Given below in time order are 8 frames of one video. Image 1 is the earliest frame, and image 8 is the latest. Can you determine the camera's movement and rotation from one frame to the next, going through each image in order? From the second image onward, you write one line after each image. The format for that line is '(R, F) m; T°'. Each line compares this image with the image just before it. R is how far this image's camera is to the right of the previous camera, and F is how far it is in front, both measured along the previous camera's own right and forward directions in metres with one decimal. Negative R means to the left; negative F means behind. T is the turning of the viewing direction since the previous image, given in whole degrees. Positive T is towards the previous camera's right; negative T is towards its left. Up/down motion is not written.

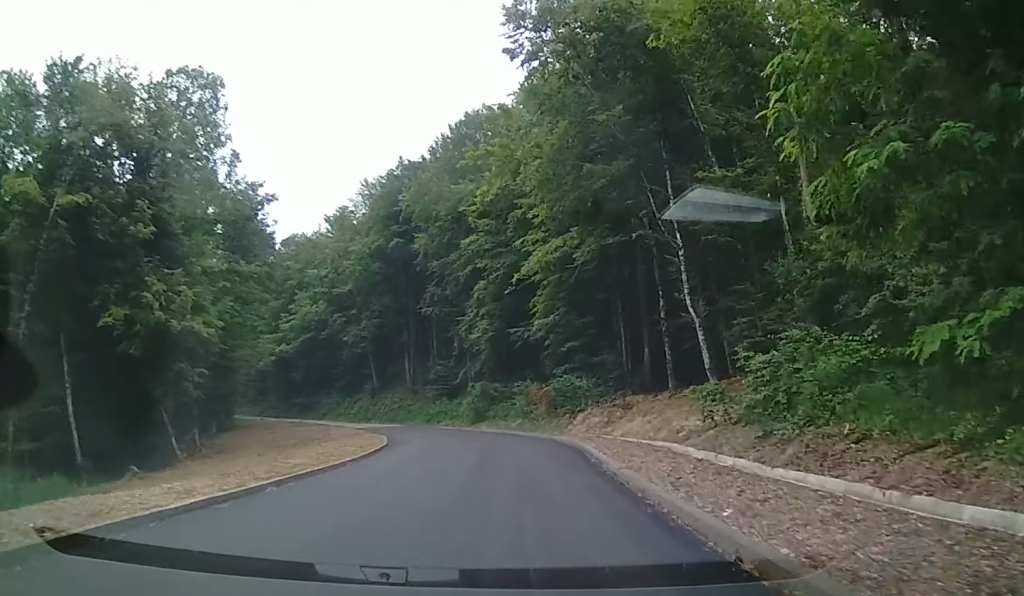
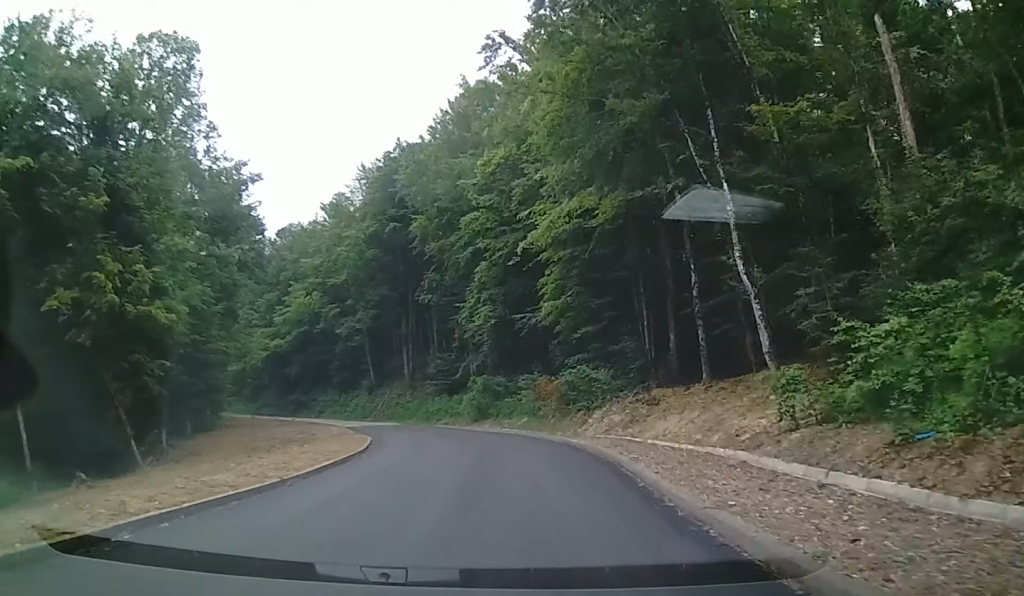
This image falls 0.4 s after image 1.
(+0.3, +5.3) m; -1°
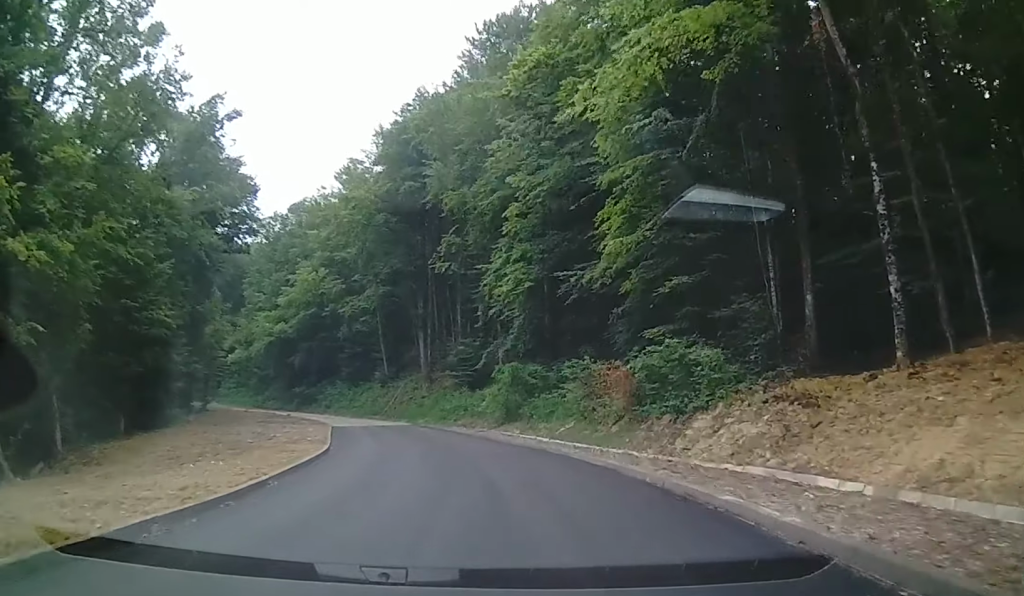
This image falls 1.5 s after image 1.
(-0.9, +13.0) m; -6°
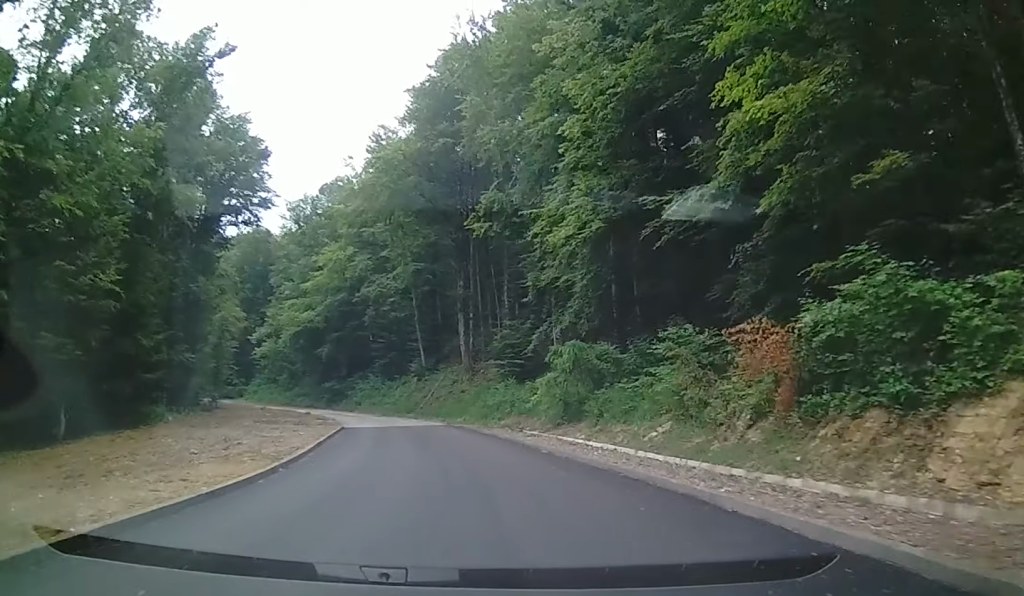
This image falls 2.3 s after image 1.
(-0.2, +10.0) m; -5°
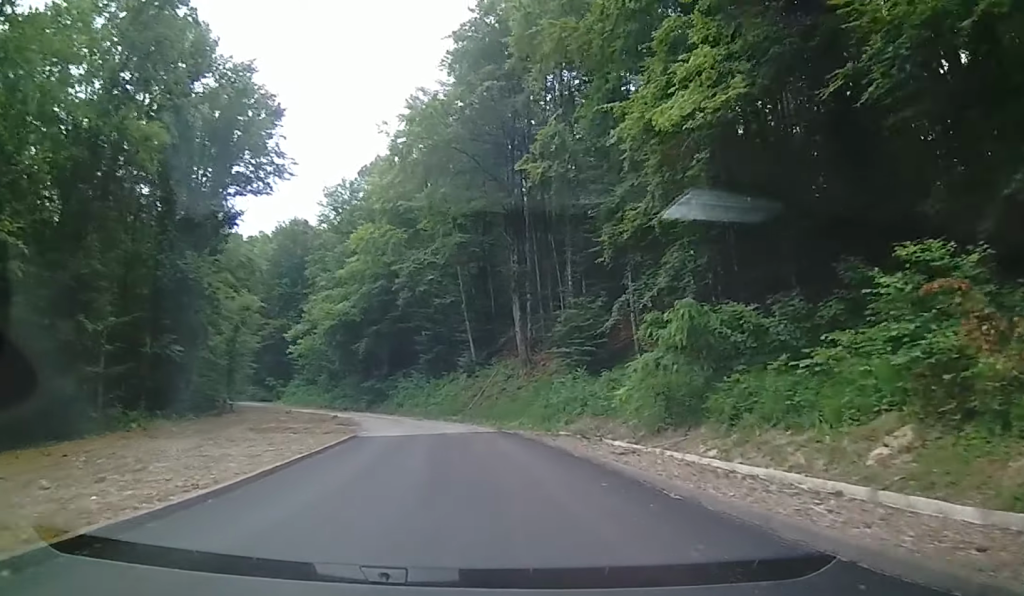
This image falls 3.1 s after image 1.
(-0.6, +9.8) m; -4°
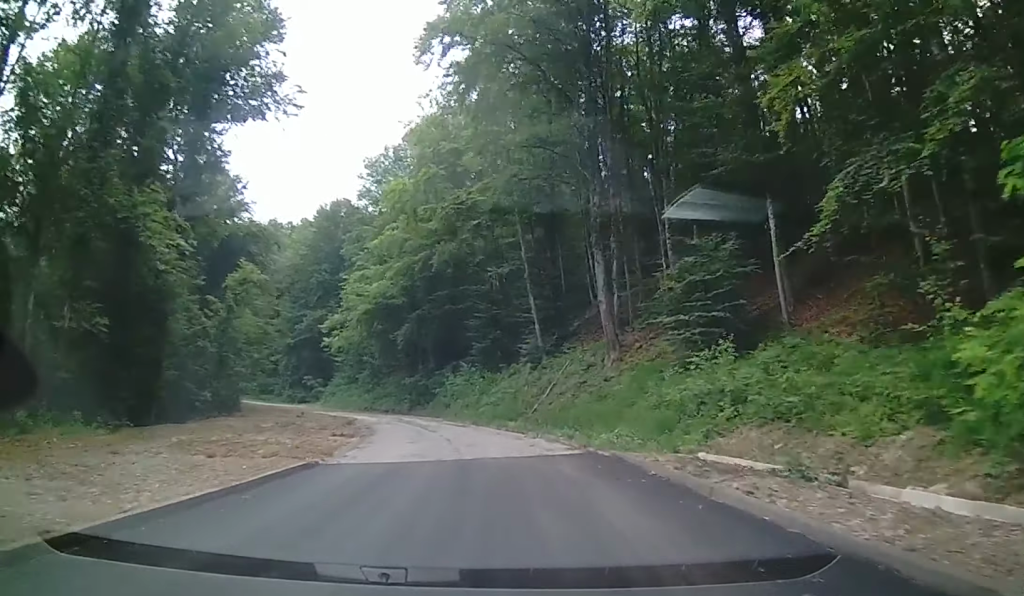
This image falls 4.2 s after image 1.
(-0.4, +12.9) m; -5°
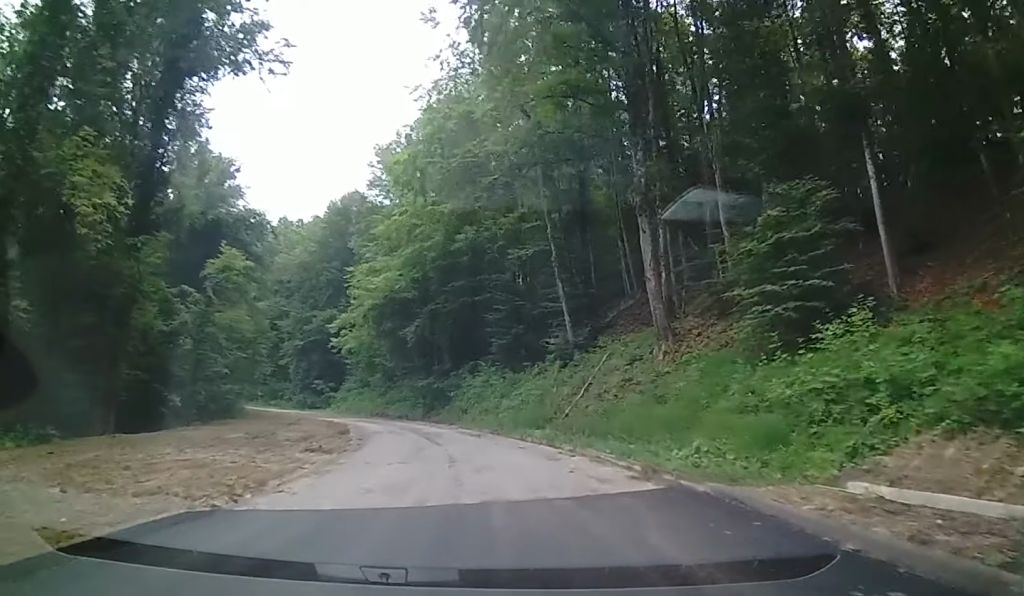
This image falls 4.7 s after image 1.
(-0.2, +6.0) m; -2°
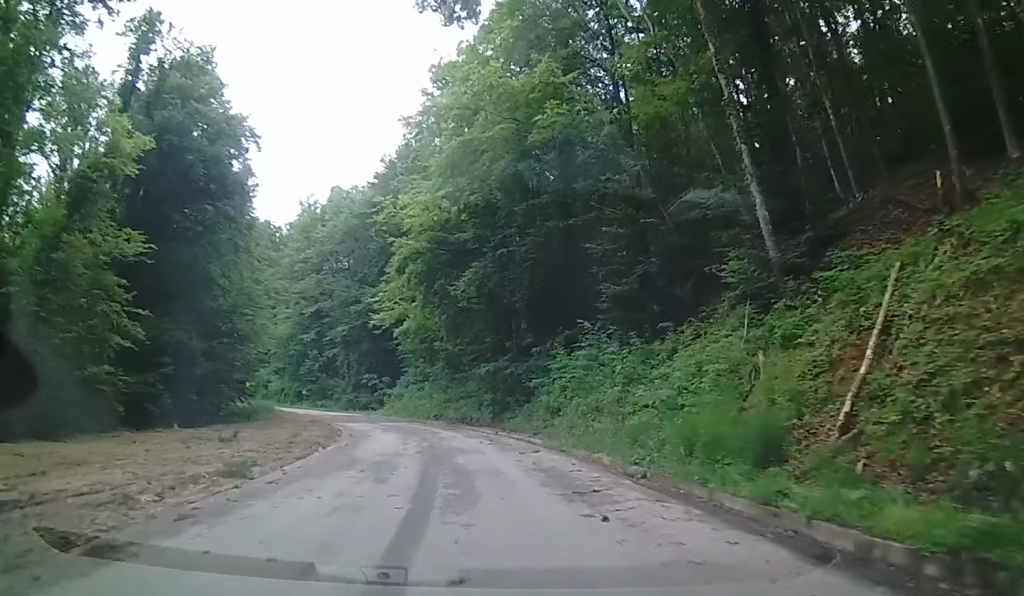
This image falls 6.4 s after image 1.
(-1.0, +18.3) m; -4°
